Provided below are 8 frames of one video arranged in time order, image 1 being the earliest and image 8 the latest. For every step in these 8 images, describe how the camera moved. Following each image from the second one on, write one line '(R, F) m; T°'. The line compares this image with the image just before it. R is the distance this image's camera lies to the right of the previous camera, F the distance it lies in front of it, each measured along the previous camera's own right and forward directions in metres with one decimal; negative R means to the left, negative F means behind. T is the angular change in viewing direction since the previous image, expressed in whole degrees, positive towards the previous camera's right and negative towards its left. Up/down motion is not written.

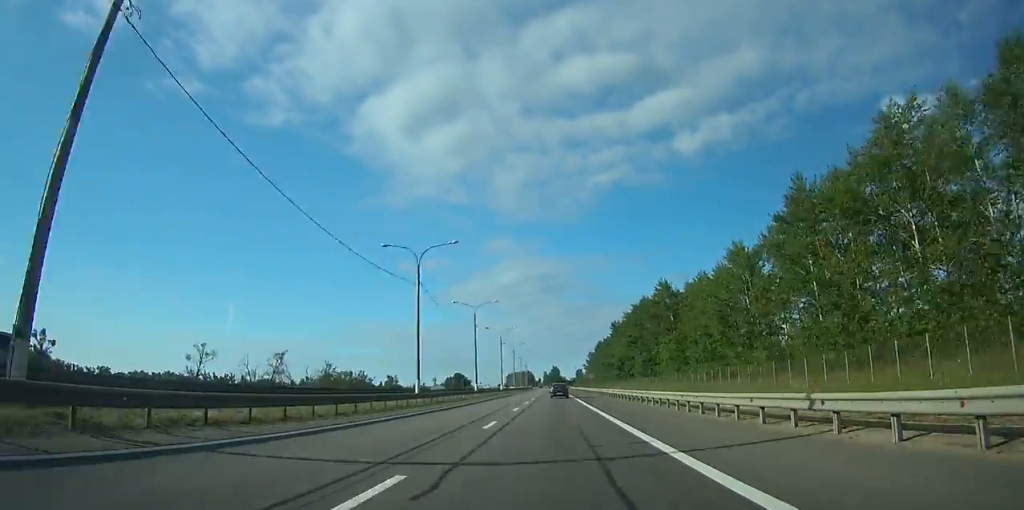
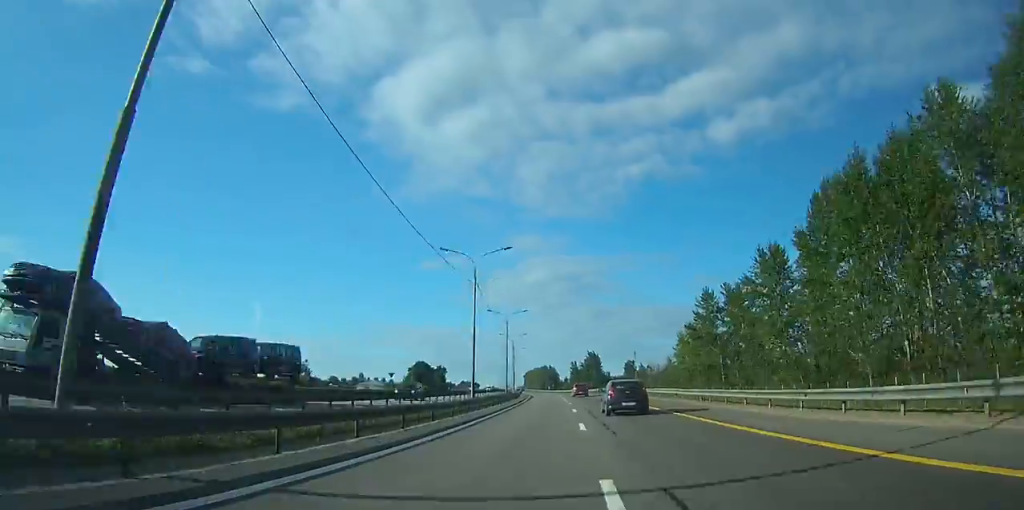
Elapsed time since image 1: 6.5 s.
(-3.6, +188.9) m; -3°
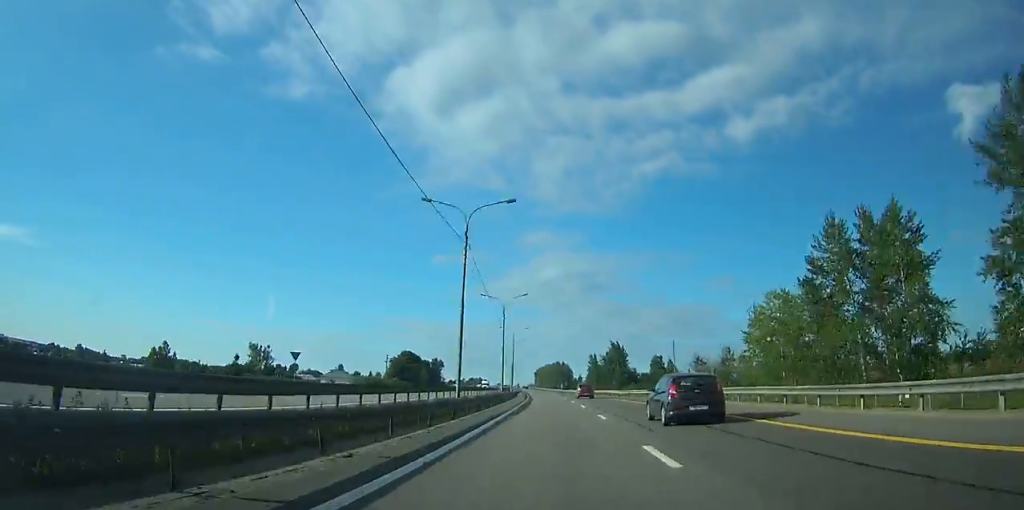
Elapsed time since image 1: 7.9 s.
(-0.2, +41.4) m; -1°
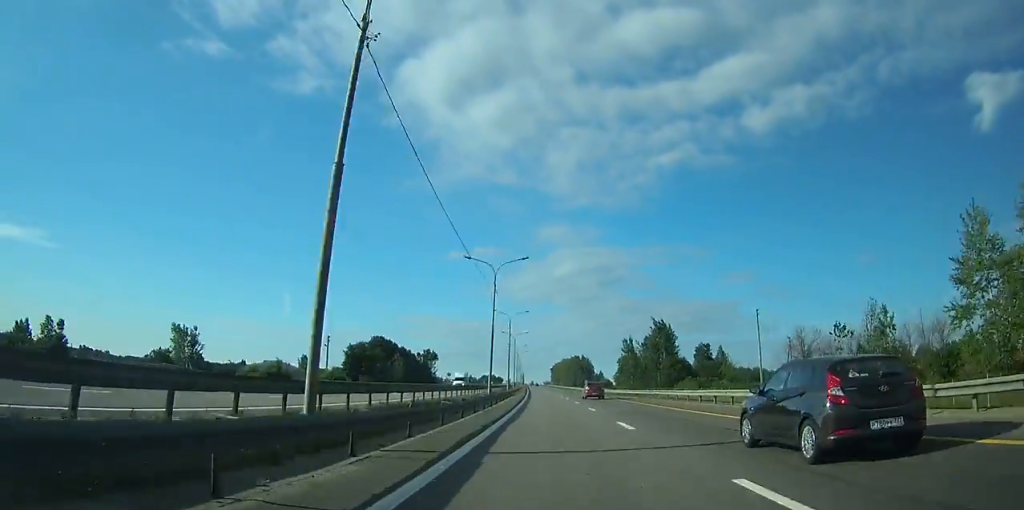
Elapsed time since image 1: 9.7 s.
(-0.9, +49.5) m; -1°
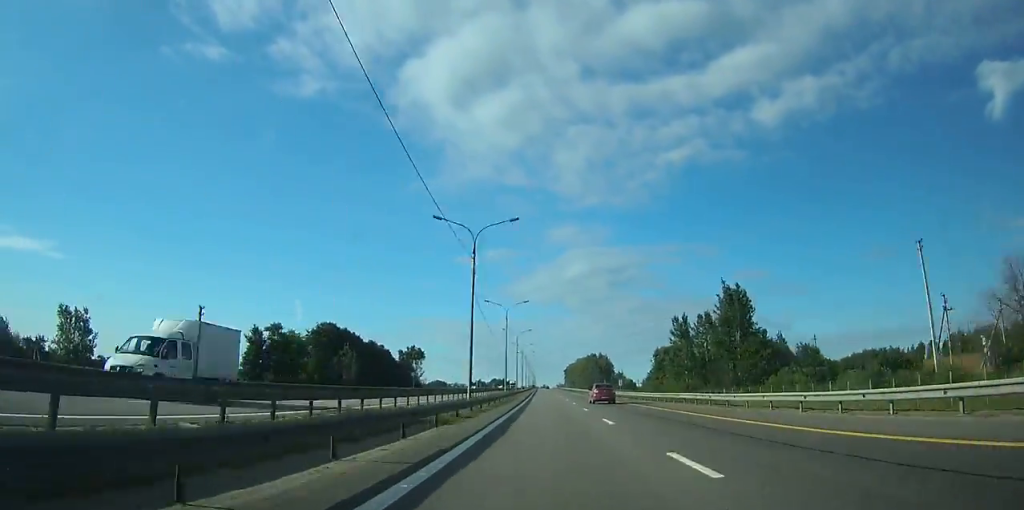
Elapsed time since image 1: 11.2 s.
(-0.3, +40.8) m; -1°
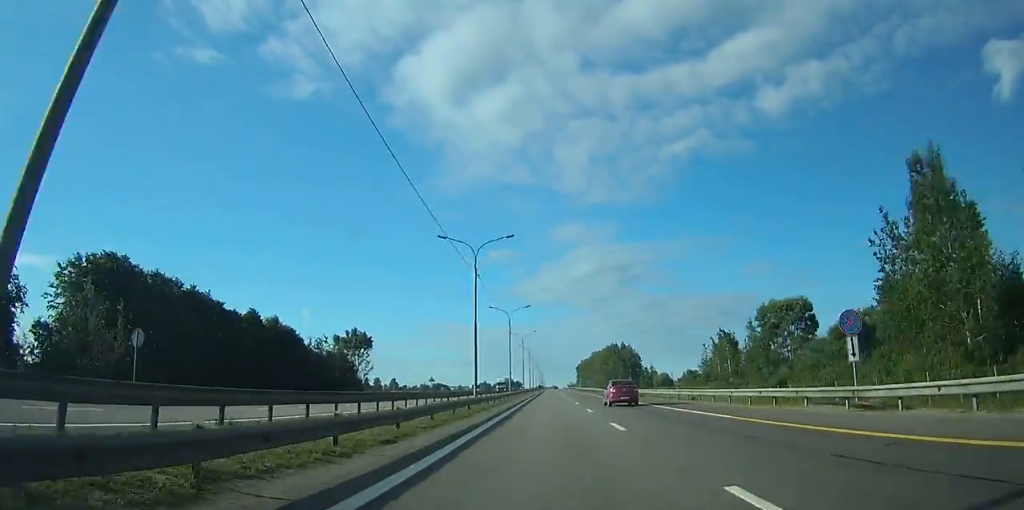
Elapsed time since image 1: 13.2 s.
(-0.7, +58.5) m; -1°
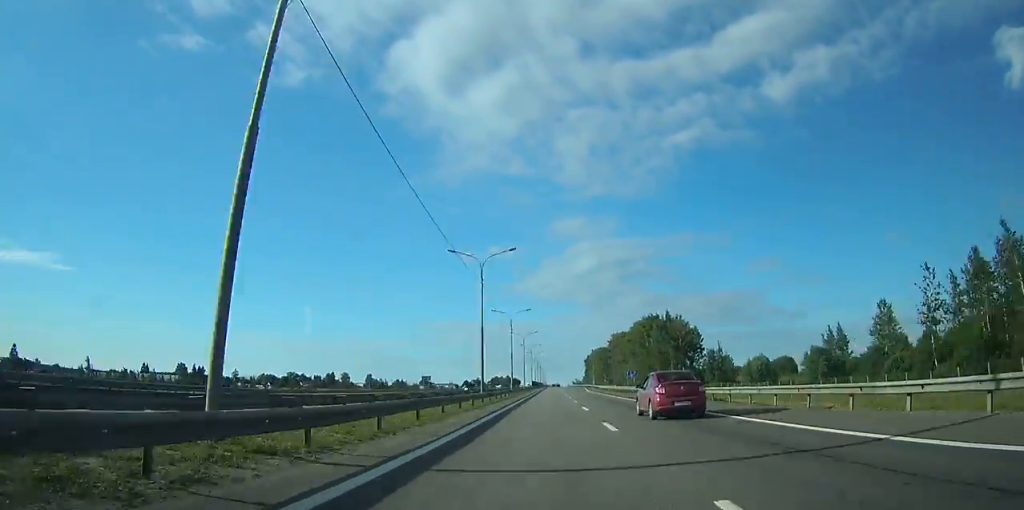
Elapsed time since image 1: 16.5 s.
(-0.6, +96.1) m; 0°
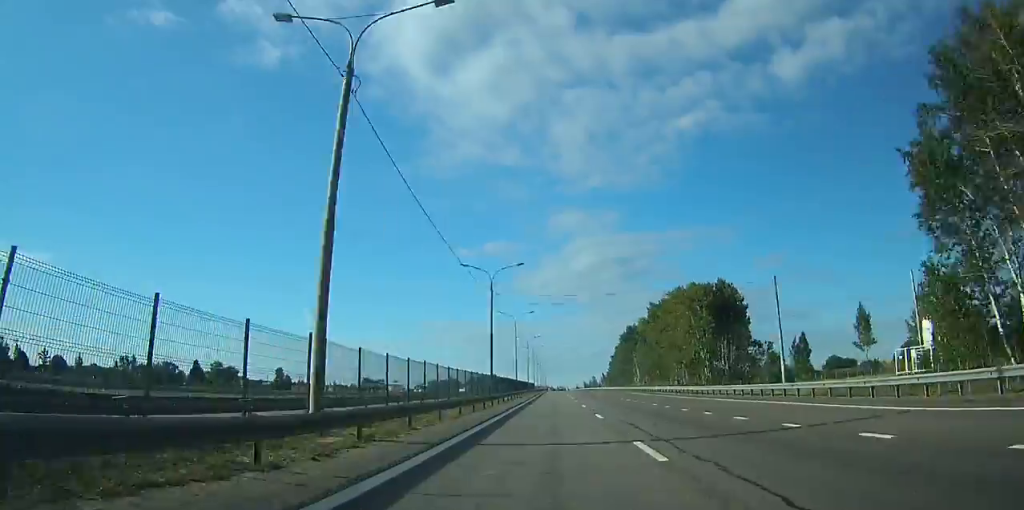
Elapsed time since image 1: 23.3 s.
(-0.6, +209.2) m; 0°
